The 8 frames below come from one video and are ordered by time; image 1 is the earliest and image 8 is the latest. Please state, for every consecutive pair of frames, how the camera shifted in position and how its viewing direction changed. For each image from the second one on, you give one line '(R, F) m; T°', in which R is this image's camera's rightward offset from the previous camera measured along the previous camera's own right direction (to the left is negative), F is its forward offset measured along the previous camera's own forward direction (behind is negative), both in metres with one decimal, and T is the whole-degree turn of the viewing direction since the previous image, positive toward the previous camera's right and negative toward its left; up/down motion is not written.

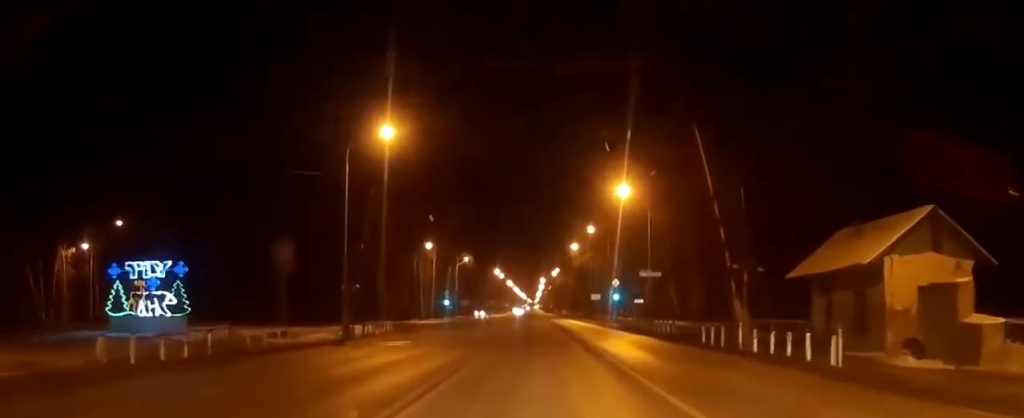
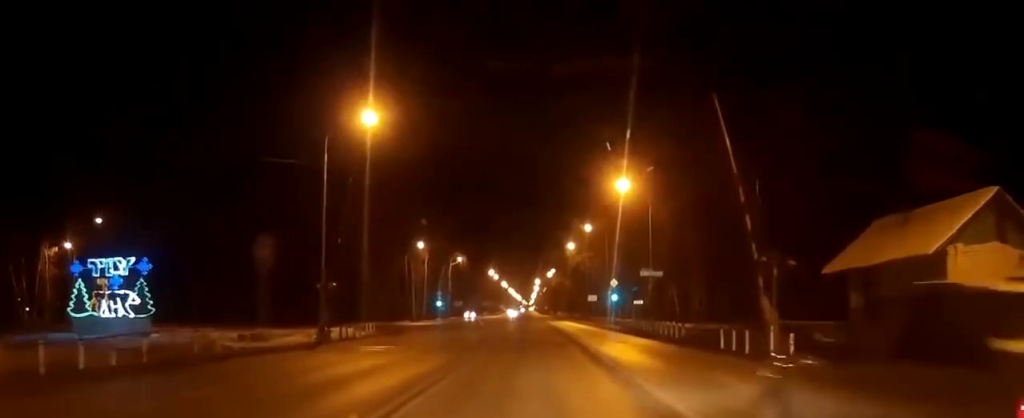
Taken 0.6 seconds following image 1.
(+0.1, +4.0) m; +1°
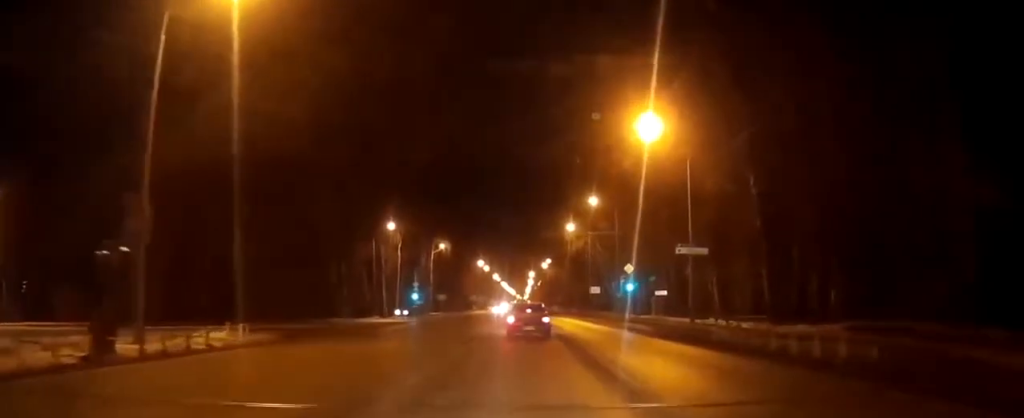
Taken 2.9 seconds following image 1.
(+0.1, +19.3) m; 0°
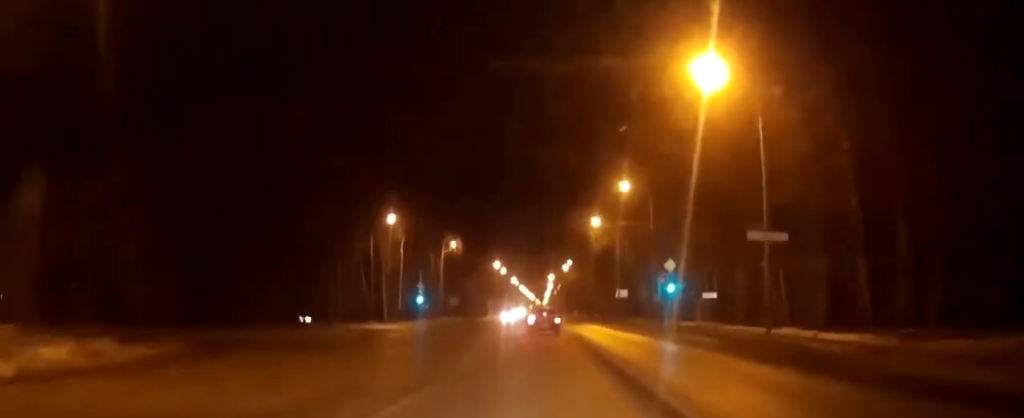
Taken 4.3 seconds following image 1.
(-0.2, +12.3) m; -2°
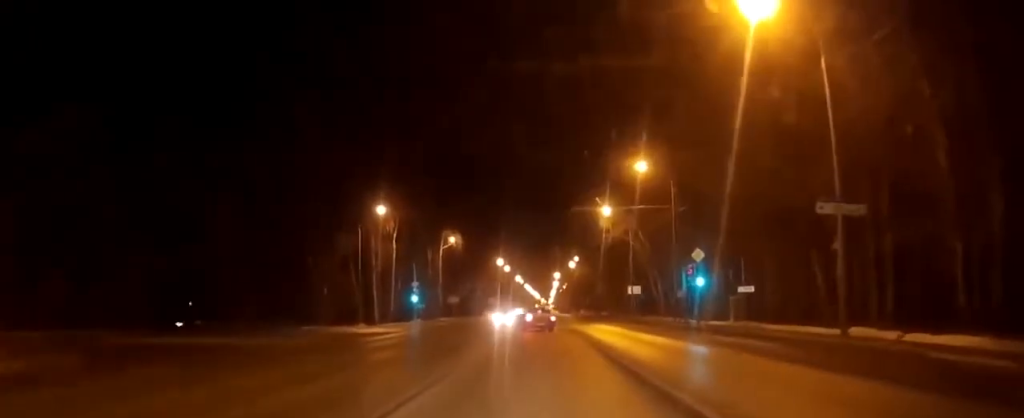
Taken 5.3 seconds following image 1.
(0.0, +8.2) m; +1°
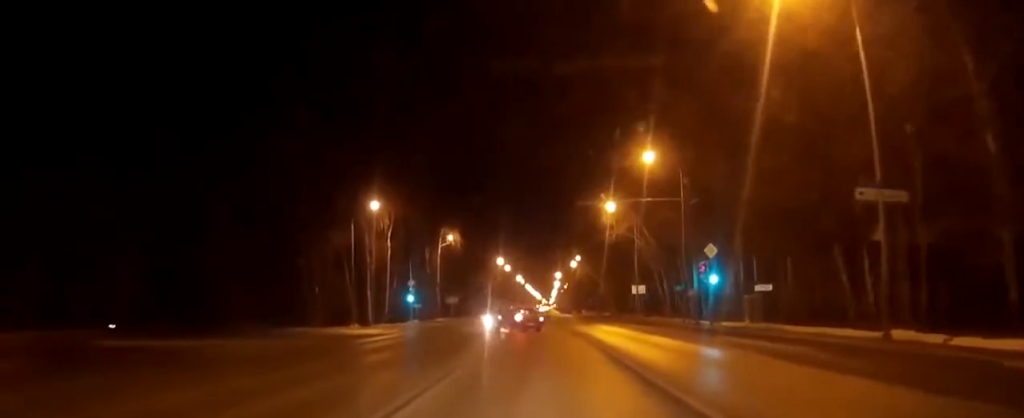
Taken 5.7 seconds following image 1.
(+0.1, +3.4) m; 0°
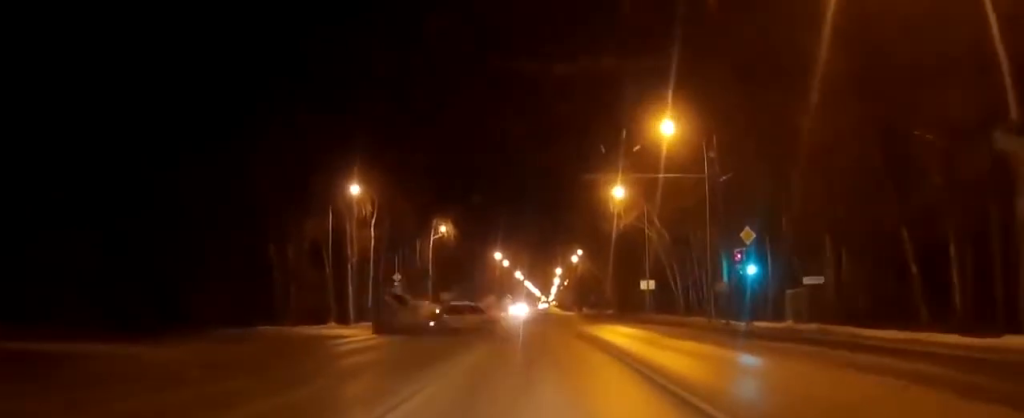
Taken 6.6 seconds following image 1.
(+0.1, +7.6) m; +1°
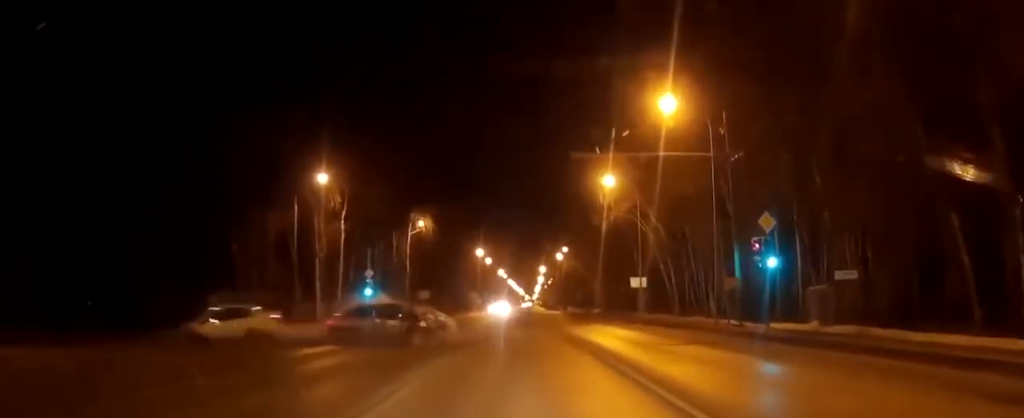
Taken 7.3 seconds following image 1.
(-0.1, +5.0) m; +1°
